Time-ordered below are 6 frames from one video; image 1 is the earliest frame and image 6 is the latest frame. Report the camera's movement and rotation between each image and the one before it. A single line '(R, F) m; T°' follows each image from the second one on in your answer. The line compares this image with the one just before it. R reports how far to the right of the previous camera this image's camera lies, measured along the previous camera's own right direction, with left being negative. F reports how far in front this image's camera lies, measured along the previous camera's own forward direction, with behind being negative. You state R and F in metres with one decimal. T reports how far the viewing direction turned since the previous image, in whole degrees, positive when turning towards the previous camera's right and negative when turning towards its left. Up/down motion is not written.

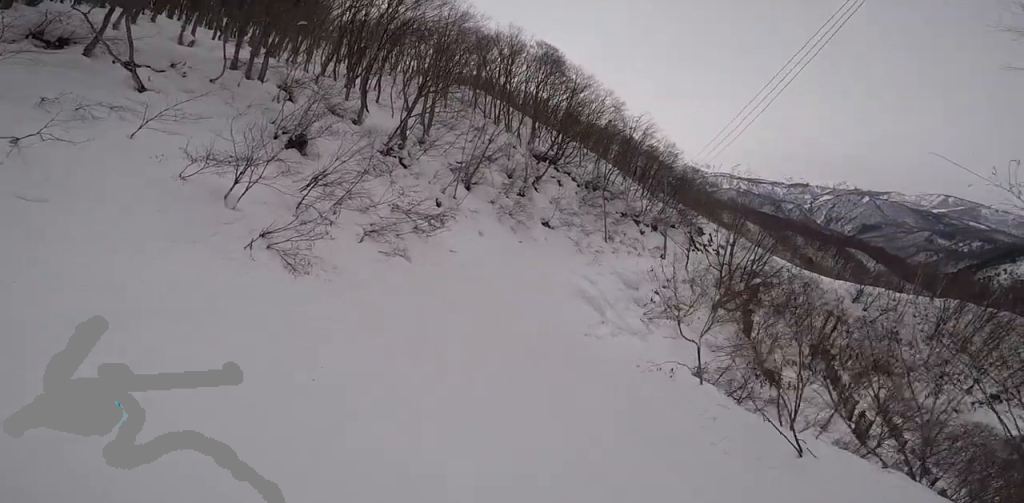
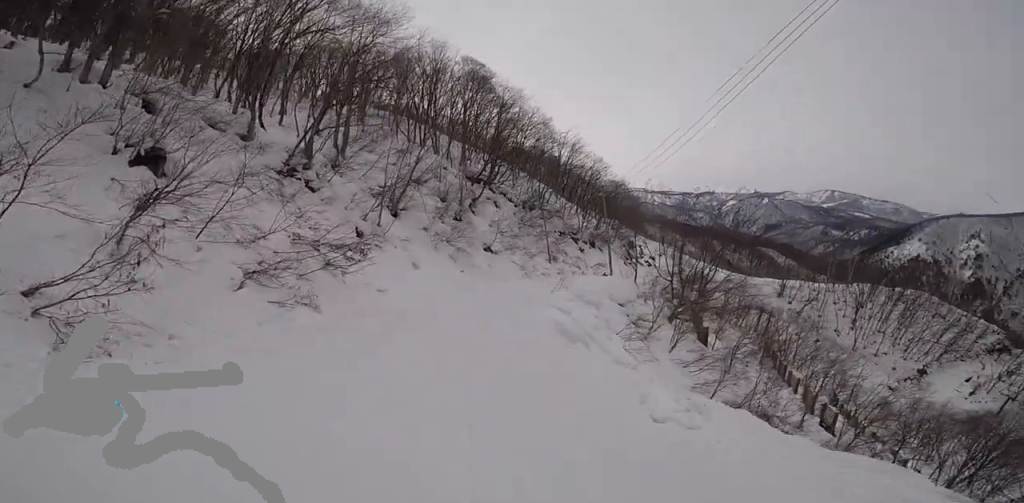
(+0.4, +4.1) m; +6°
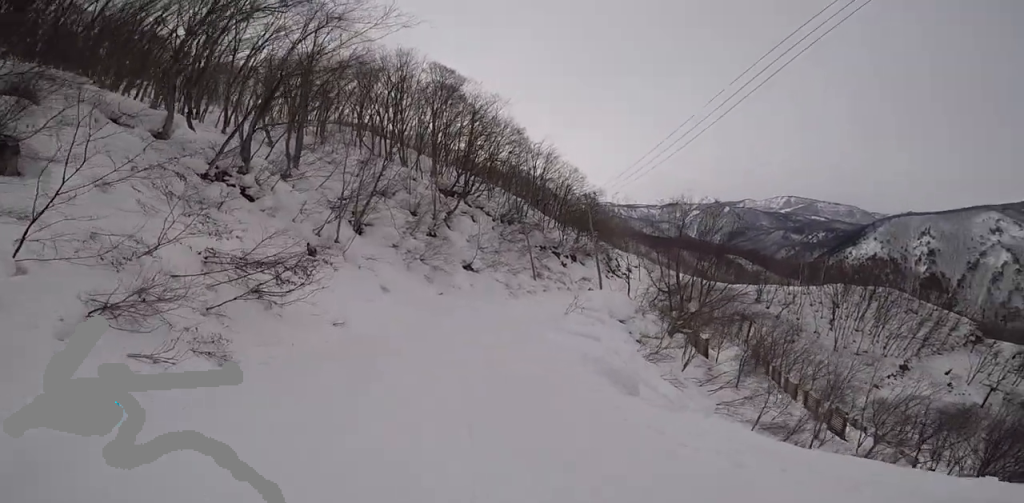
(+0.1, +4.3) m; -5°
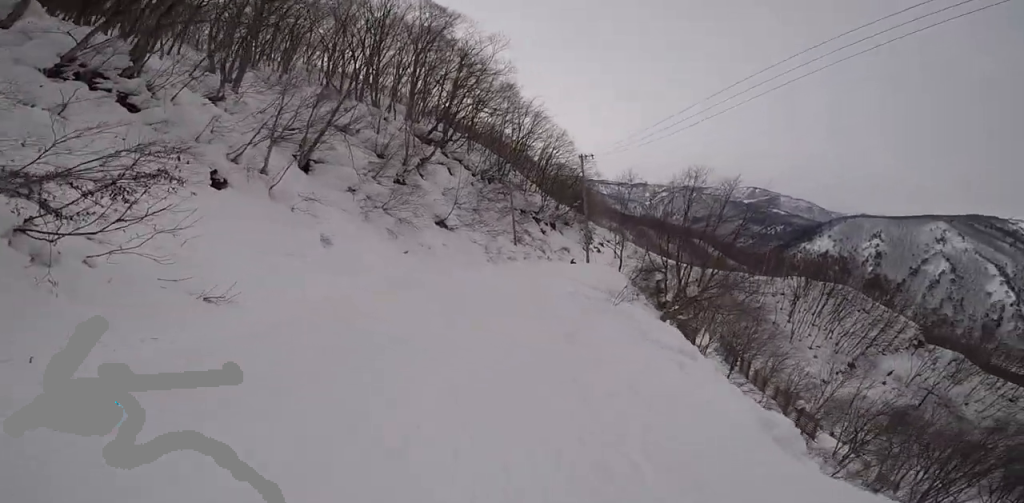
(-0.5, +5.5) m; +4°
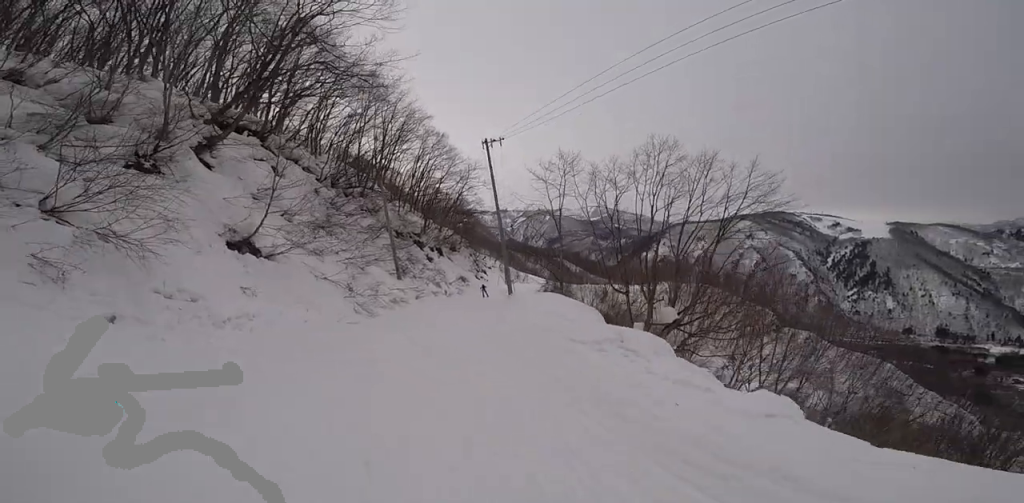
(+3.2, +12.8) m; +27°
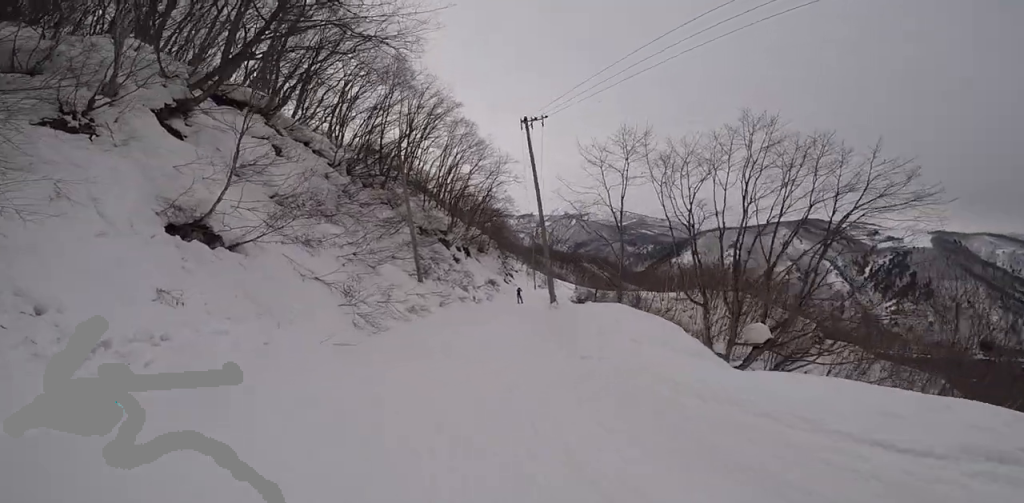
(+0.5, +4.8) m; +3°
